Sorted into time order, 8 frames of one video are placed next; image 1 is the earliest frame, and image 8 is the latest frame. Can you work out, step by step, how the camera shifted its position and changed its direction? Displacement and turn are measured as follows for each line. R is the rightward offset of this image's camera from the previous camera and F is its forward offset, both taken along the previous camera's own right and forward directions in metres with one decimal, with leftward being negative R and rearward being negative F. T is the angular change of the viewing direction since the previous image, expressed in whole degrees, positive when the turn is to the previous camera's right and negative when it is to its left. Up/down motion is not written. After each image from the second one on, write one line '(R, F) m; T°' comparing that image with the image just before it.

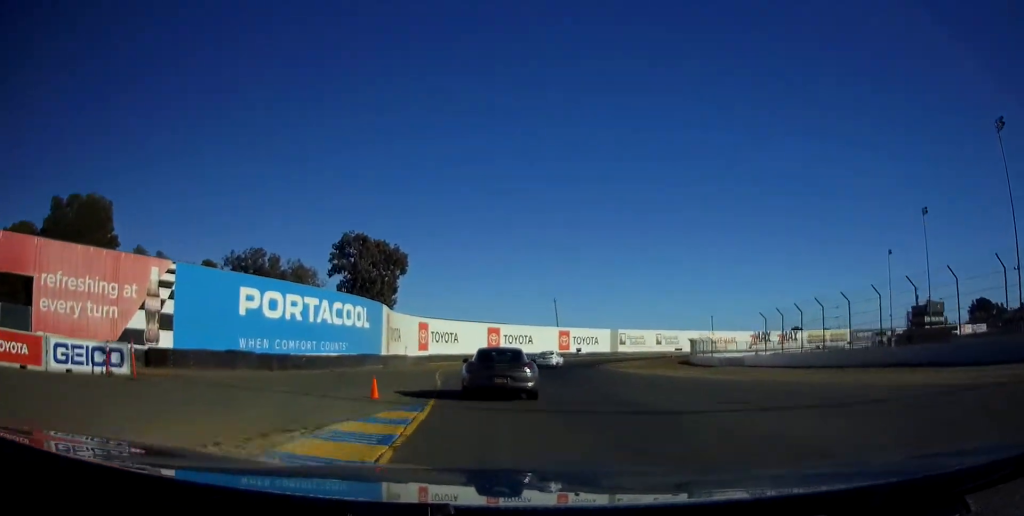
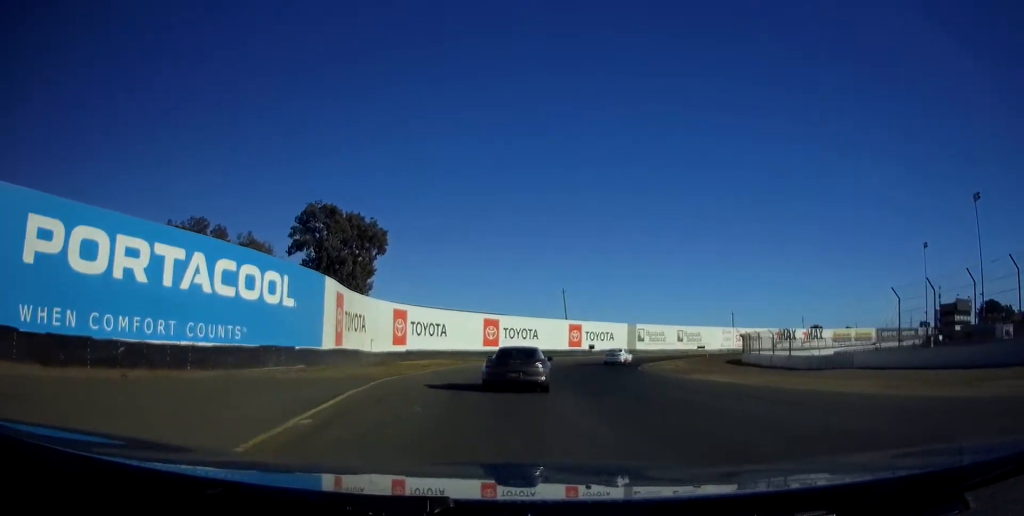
(0.0, +19.0) m; +2°
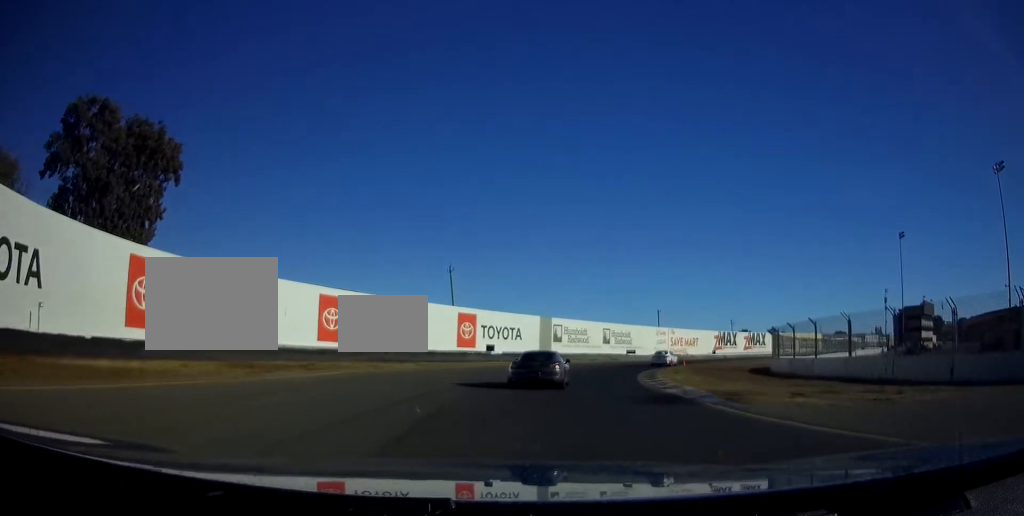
(+2.2, +33.5) m; +9°
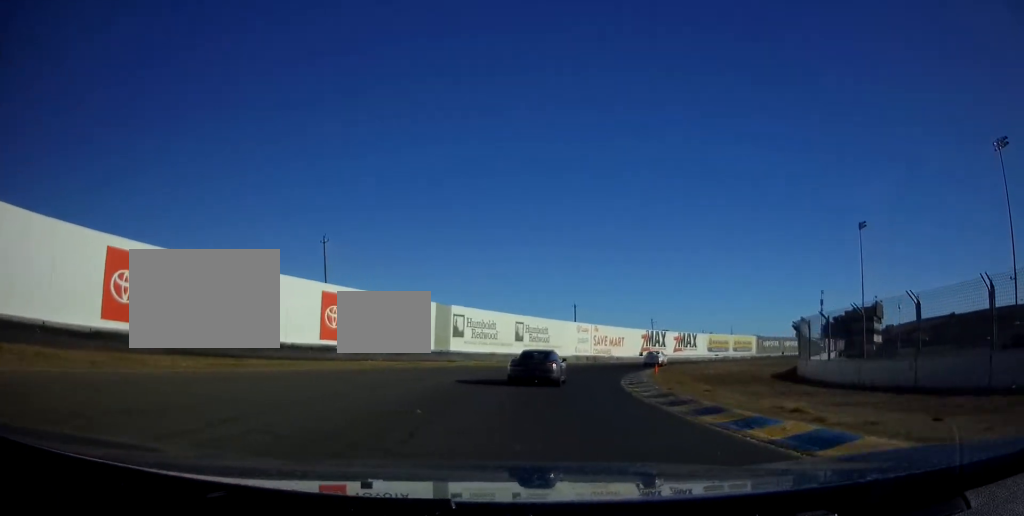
(+1.1, +19.3) m; +7°
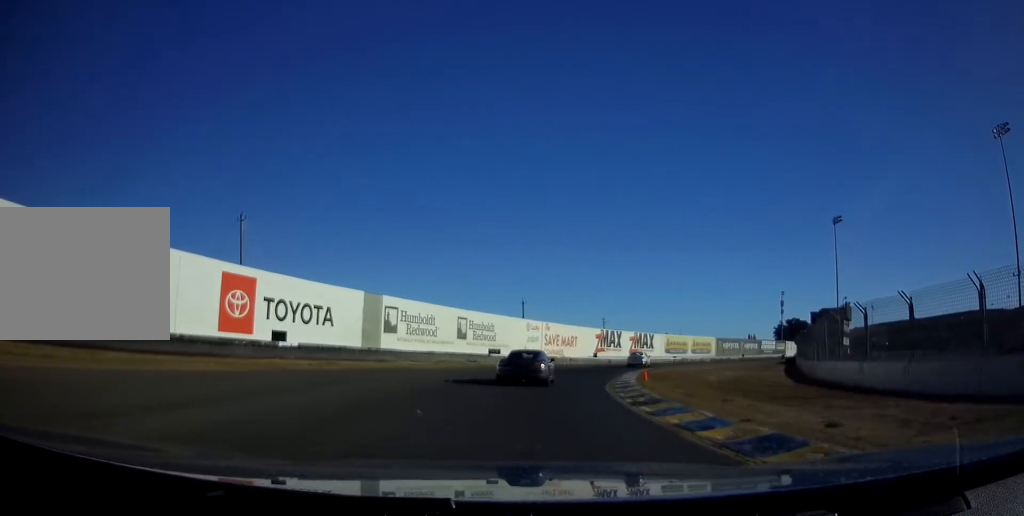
(+0.1, +9.4) m; +3°
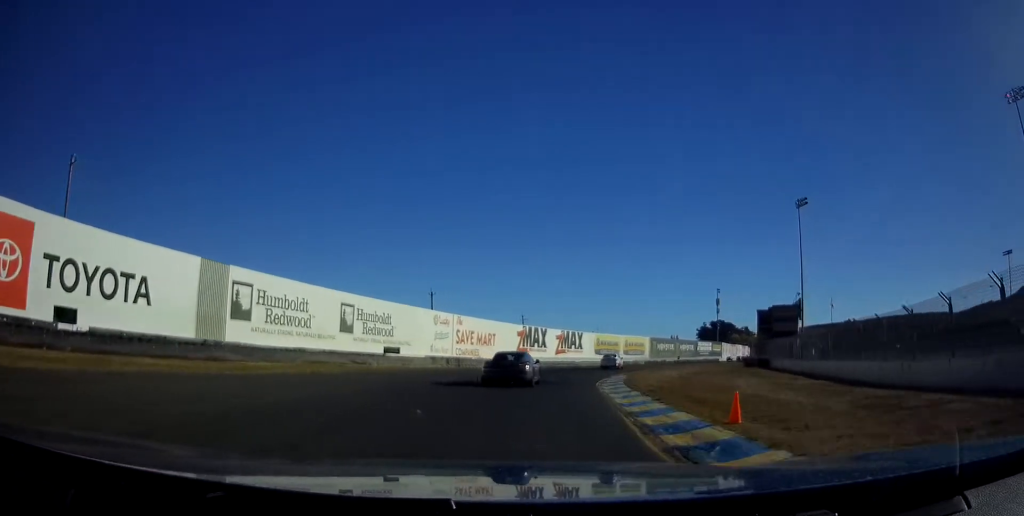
(+1.0, +17.0) m; +8°
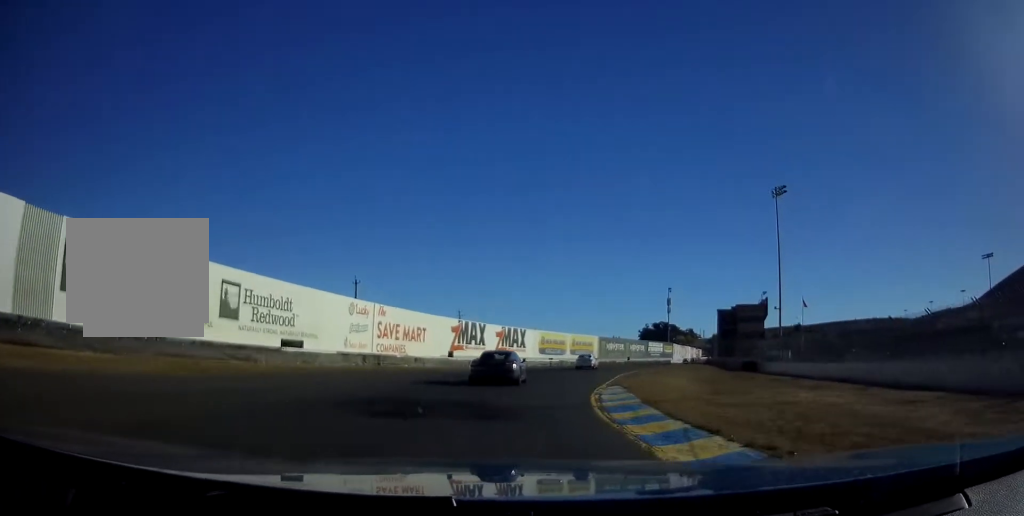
(+0.4, +12.9) m; +6°
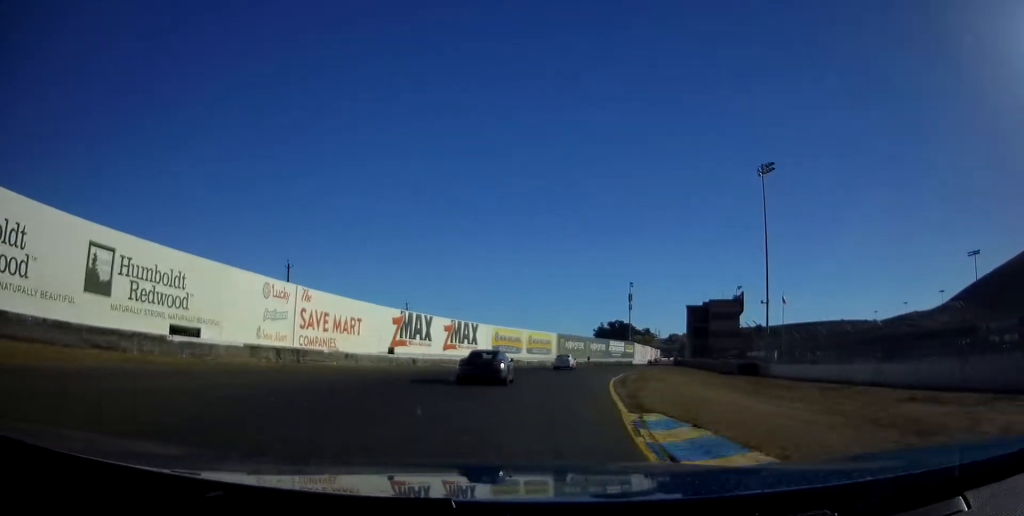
(+0.8, +11.0) m; +5°
